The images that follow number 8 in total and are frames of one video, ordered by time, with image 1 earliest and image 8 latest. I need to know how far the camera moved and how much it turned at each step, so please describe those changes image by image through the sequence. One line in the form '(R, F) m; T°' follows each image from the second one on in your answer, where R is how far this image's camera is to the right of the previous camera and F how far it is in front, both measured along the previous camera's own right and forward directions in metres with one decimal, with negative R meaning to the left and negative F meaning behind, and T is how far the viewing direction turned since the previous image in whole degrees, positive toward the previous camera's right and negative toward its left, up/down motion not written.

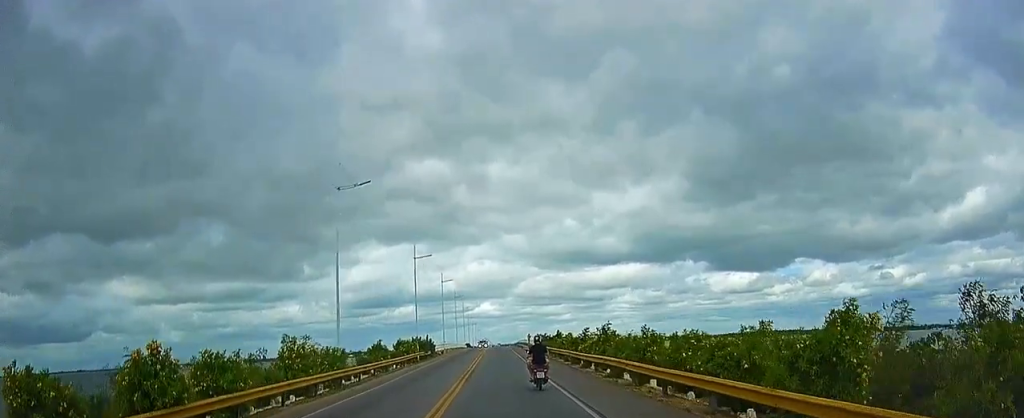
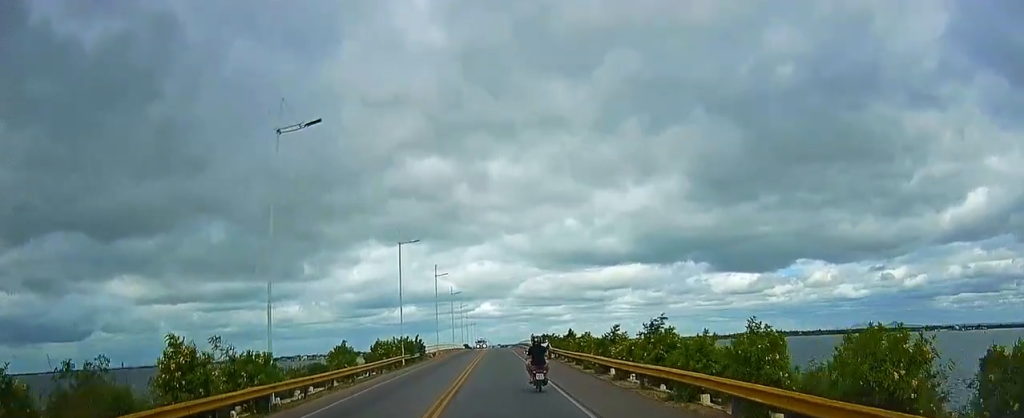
(-0.3, +9.3) m; 0°
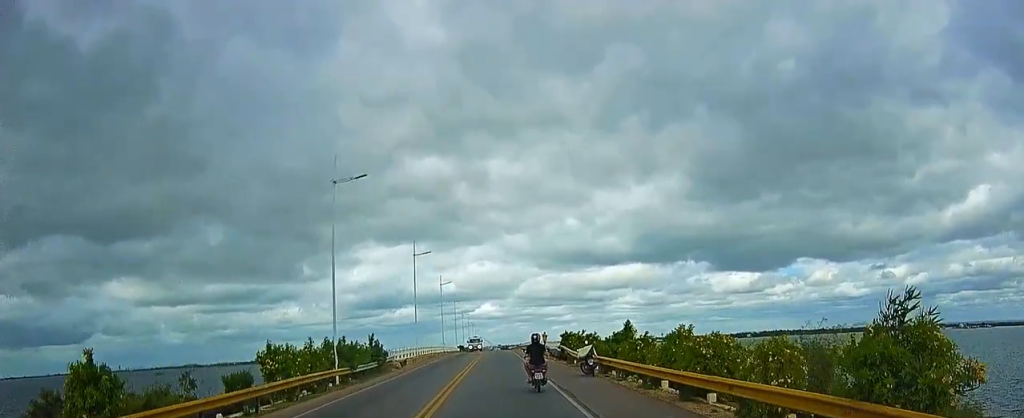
(+0.1, +21.0) m; 0°
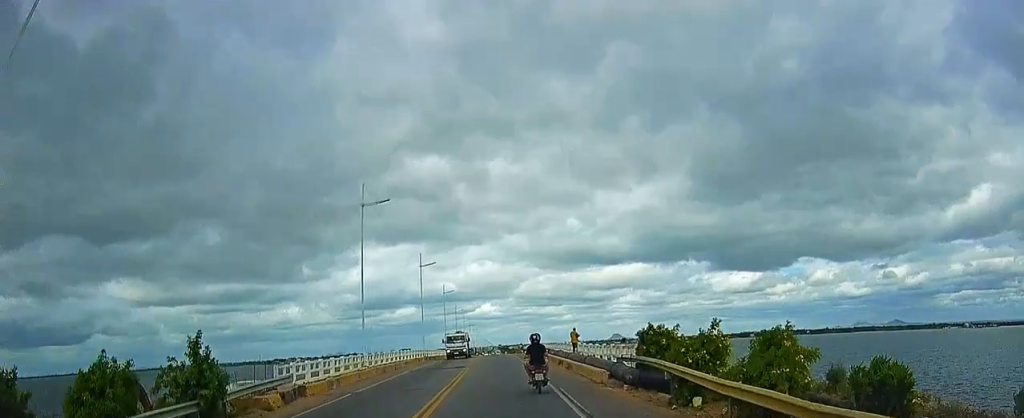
(-0.2, +24.3) m; 0°
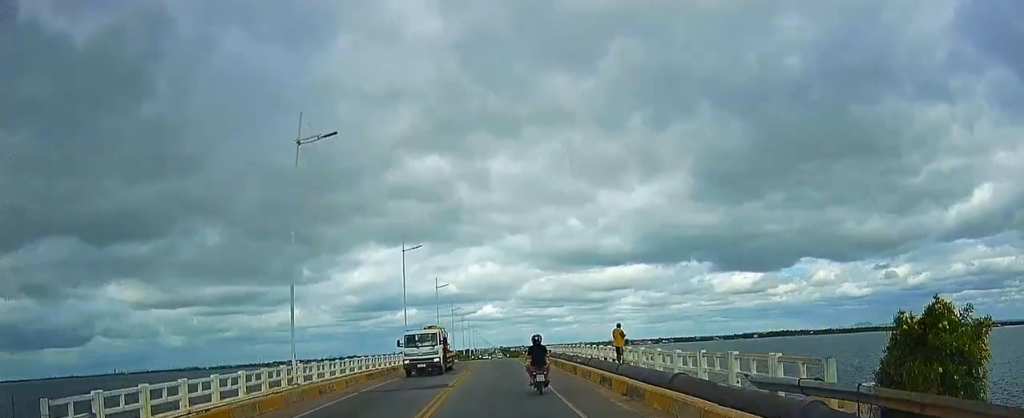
(+0.2, +13.6) m; +1°
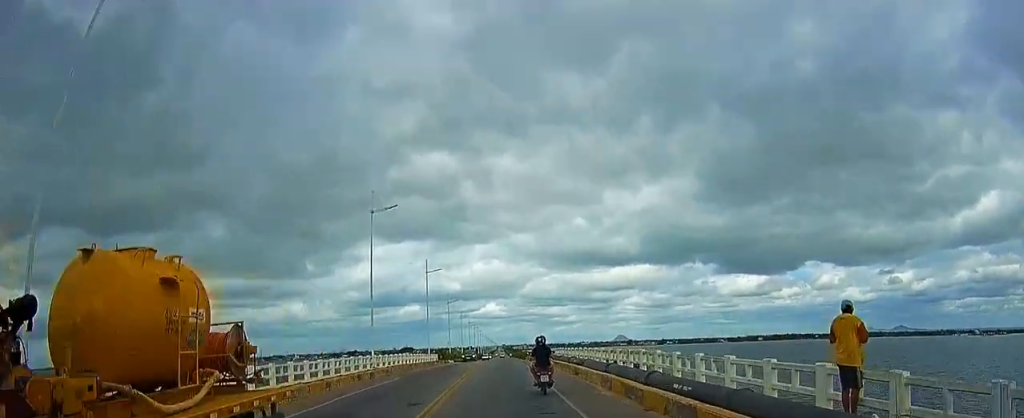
(0.0, +16.2) m; 0°
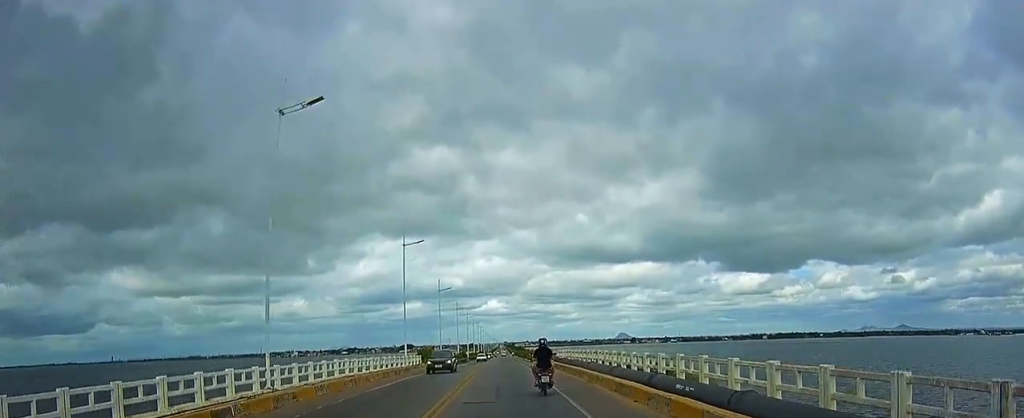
(0.0, +18.5) m; -1°
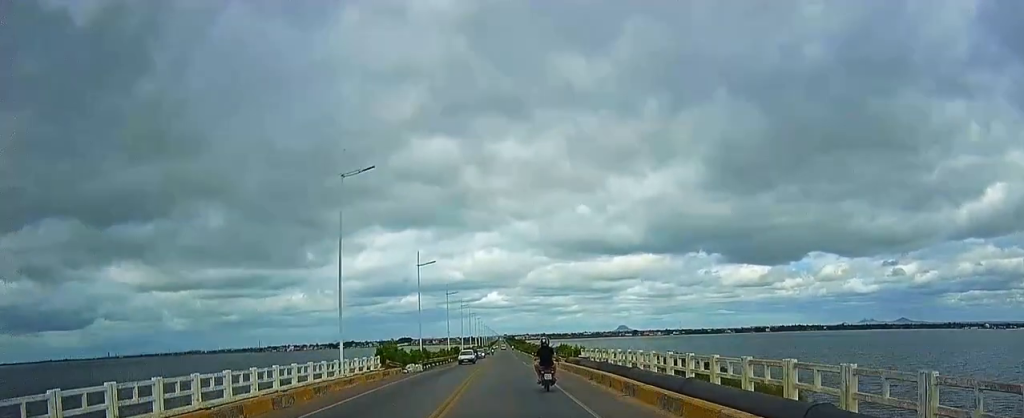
(-0.2, +20.6) m; -1°
